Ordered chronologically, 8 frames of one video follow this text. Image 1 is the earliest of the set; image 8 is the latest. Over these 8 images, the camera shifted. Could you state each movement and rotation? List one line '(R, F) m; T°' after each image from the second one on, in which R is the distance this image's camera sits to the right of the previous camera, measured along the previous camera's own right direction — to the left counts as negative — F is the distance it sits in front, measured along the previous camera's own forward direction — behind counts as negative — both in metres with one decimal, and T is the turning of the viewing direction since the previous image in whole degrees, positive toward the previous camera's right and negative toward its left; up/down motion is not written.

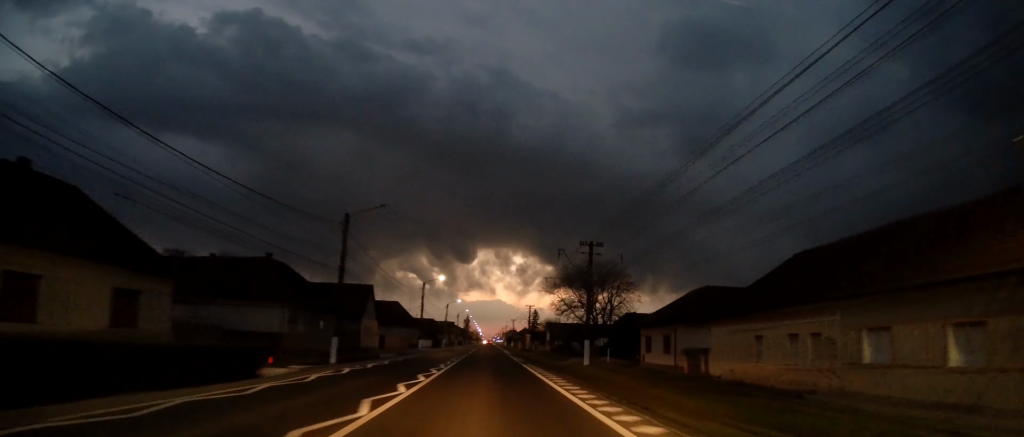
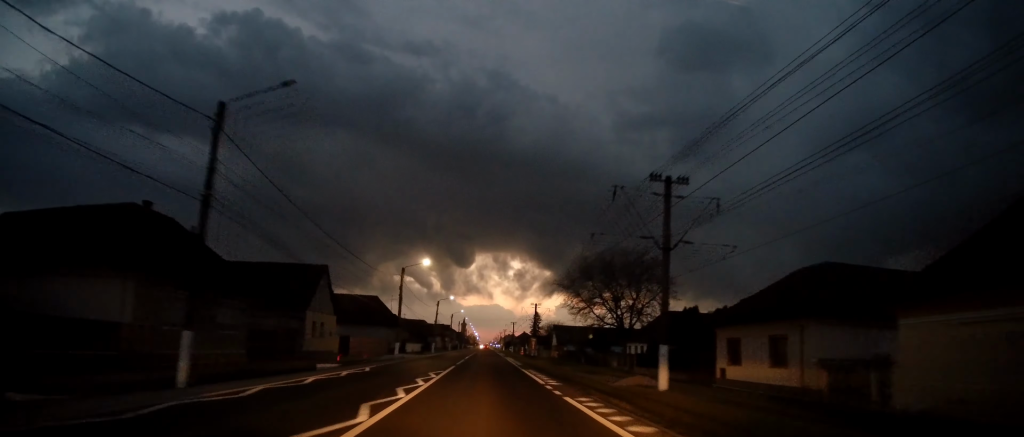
(+0.1, +16.1) m; +1°
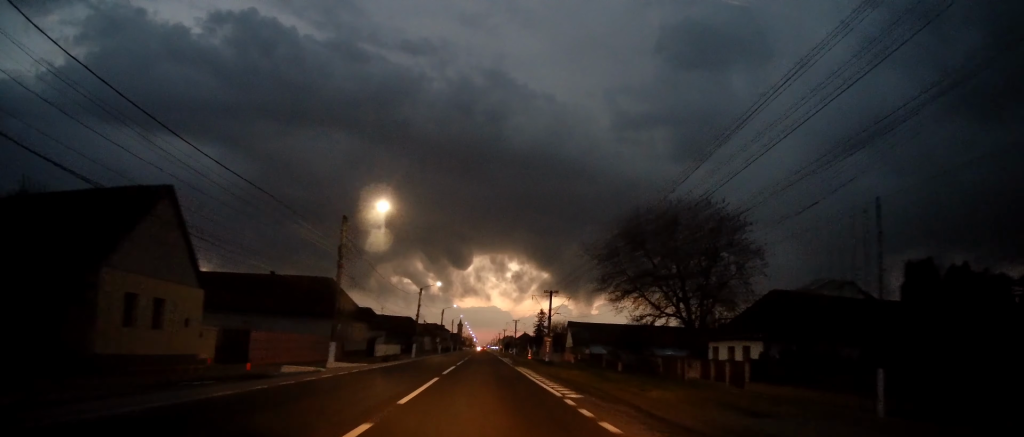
(+0.3, +21.7) m; +1°
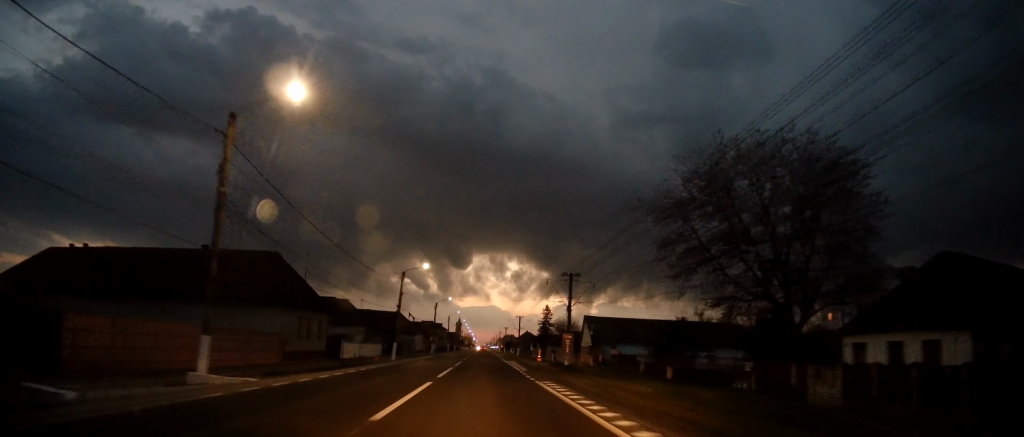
(0.0, +14.7) m; 0°
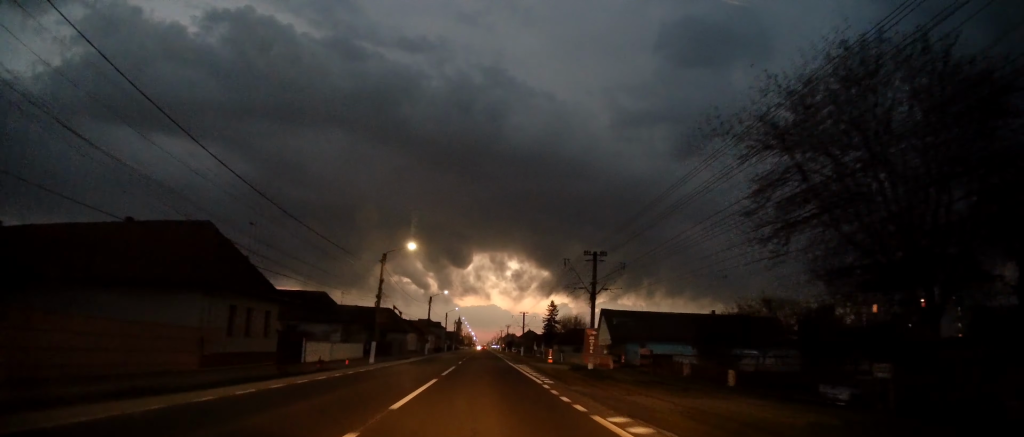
(+0.1, +10.5) m; 0°
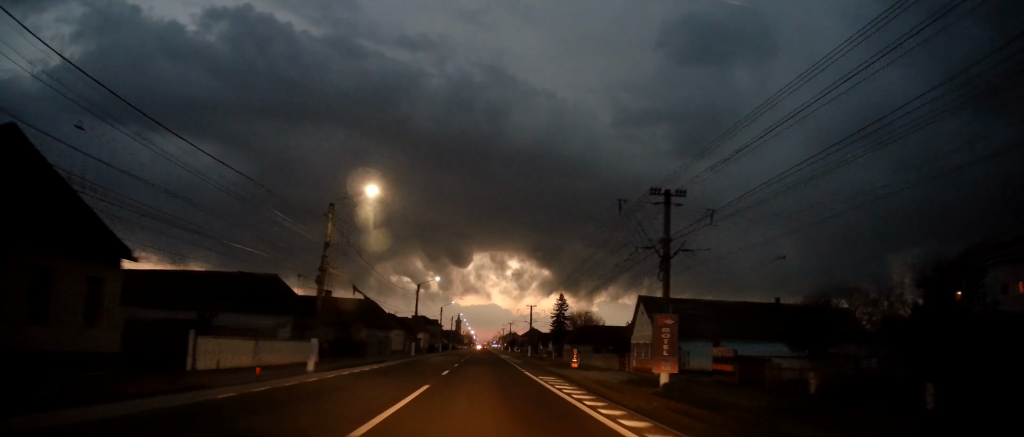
(0.0, +15.4) m; 0°
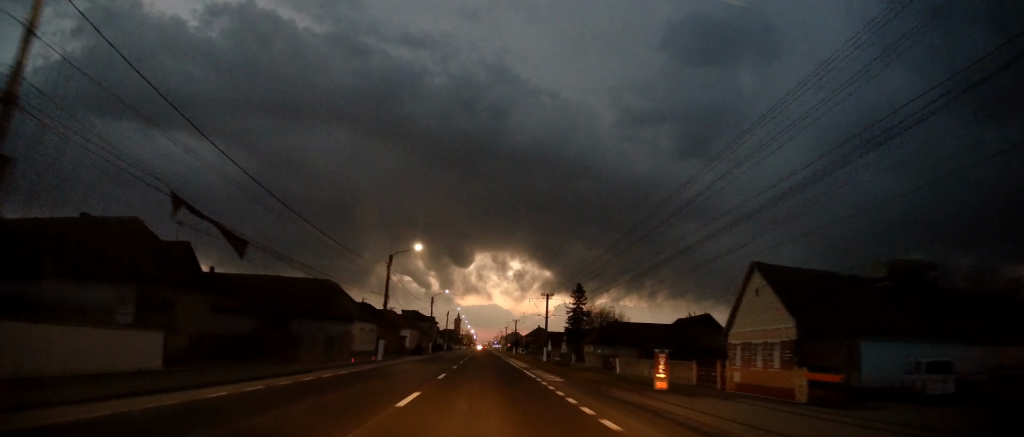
(-0.1, +20.9) m; -1°
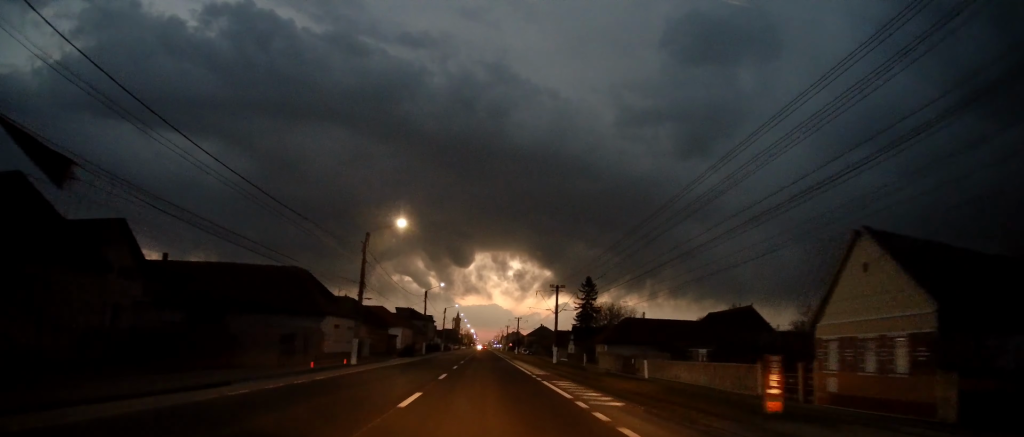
(+0.1, +9.0) m; 0°
